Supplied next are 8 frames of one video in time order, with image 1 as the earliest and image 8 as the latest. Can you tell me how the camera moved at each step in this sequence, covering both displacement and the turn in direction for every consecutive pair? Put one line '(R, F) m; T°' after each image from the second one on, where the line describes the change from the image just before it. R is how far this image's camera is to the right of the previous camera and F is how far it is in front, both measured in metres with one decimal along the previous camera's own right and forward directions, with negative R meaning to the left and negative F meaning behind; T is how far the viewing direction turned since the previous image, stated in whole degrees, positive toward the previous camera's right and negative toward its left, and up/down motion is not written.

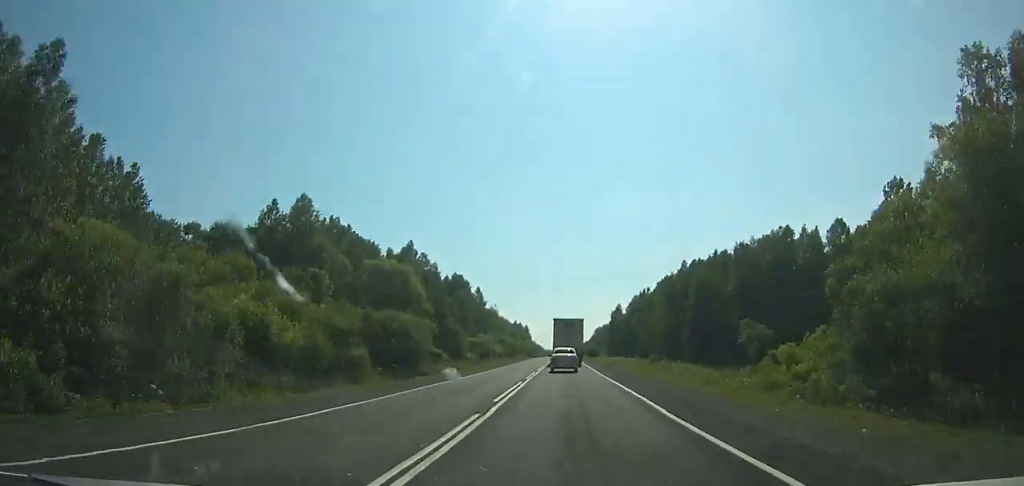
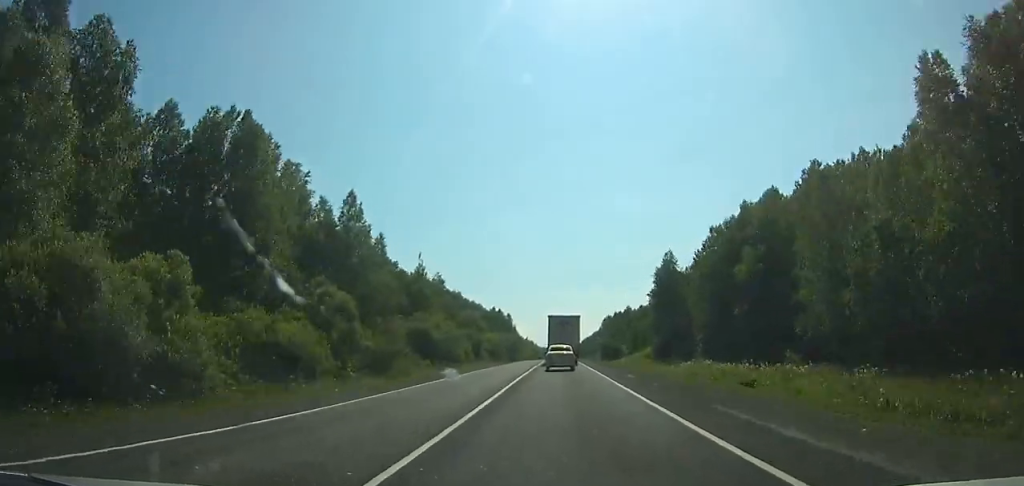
(0.0, +94.5) m; 0°
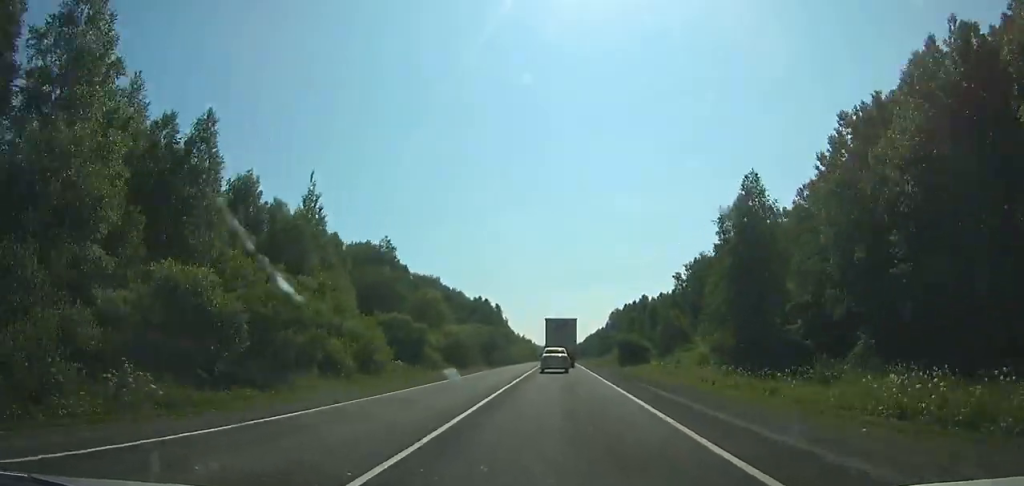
(0.0, +41.6) m; 0°
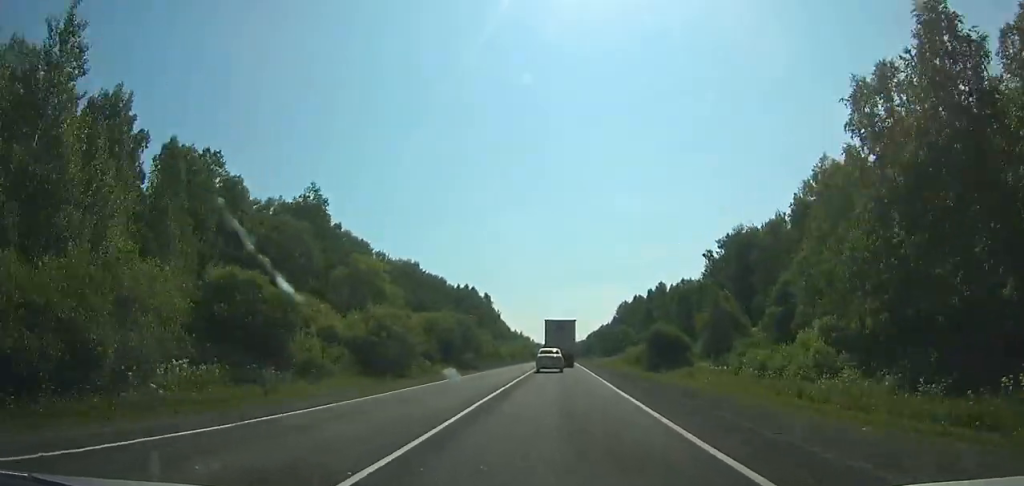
(0.0, +29.9) m; 0°
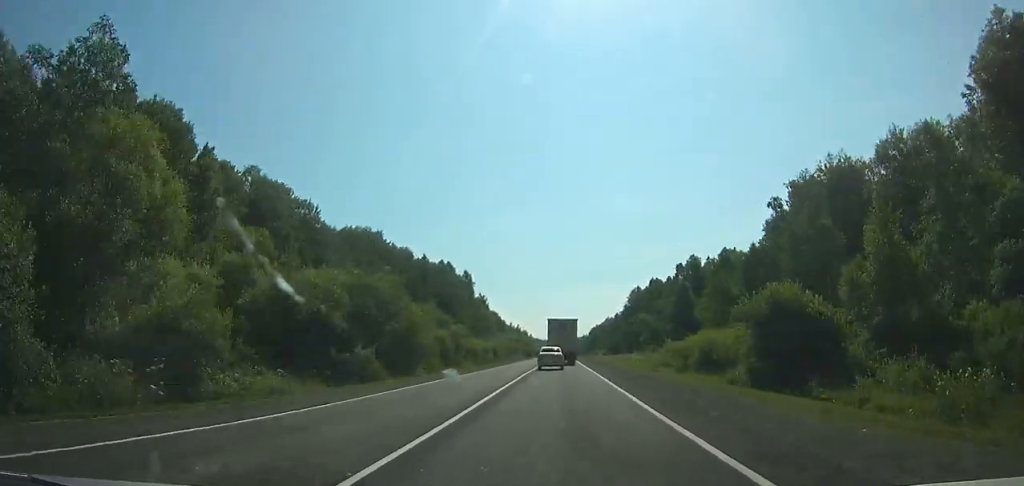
(0.0, +36.3) m; 0°
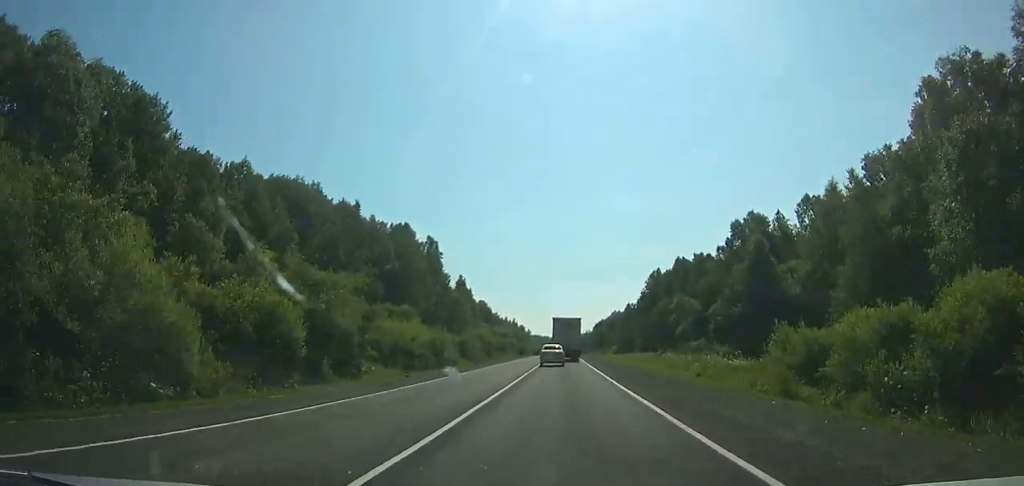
(0.0, +36.2) m; 0°
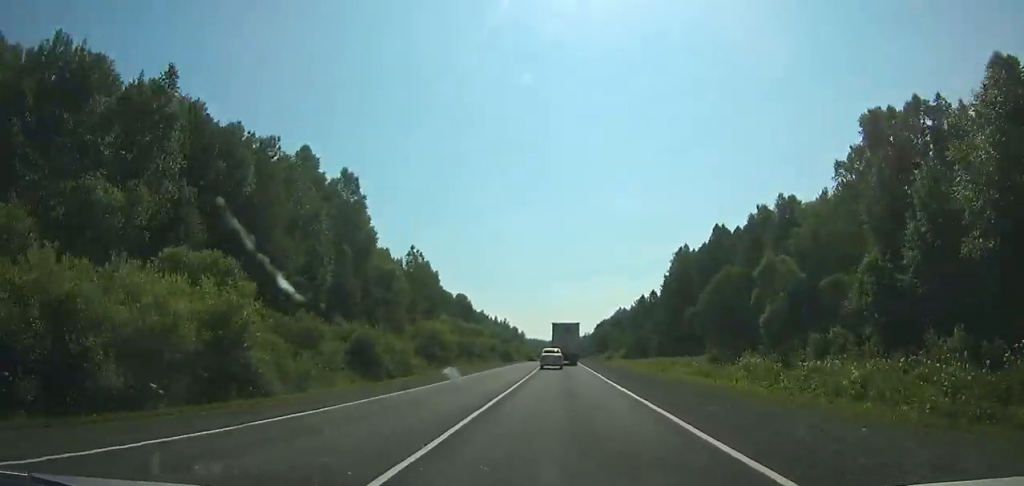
(0.0, +35.8) m; 0°
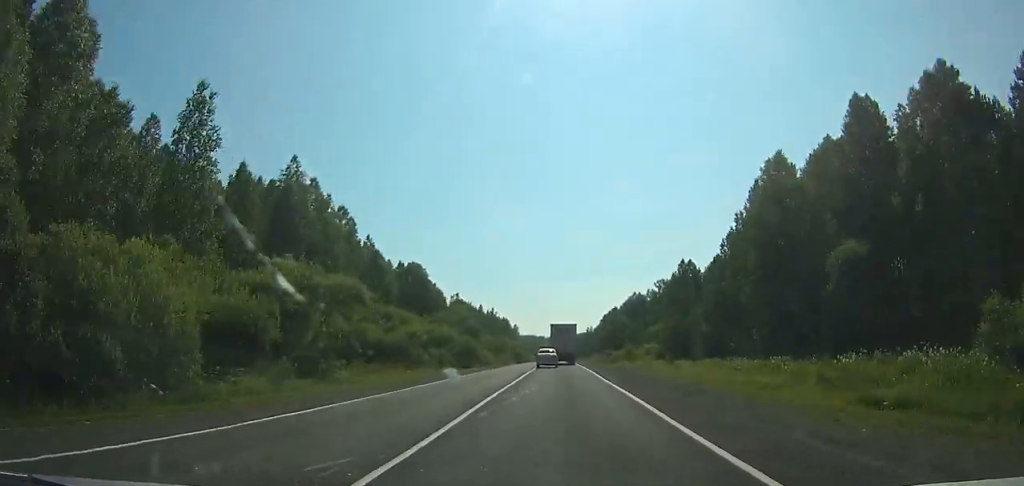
(0.0, +49.2) m; 0°
